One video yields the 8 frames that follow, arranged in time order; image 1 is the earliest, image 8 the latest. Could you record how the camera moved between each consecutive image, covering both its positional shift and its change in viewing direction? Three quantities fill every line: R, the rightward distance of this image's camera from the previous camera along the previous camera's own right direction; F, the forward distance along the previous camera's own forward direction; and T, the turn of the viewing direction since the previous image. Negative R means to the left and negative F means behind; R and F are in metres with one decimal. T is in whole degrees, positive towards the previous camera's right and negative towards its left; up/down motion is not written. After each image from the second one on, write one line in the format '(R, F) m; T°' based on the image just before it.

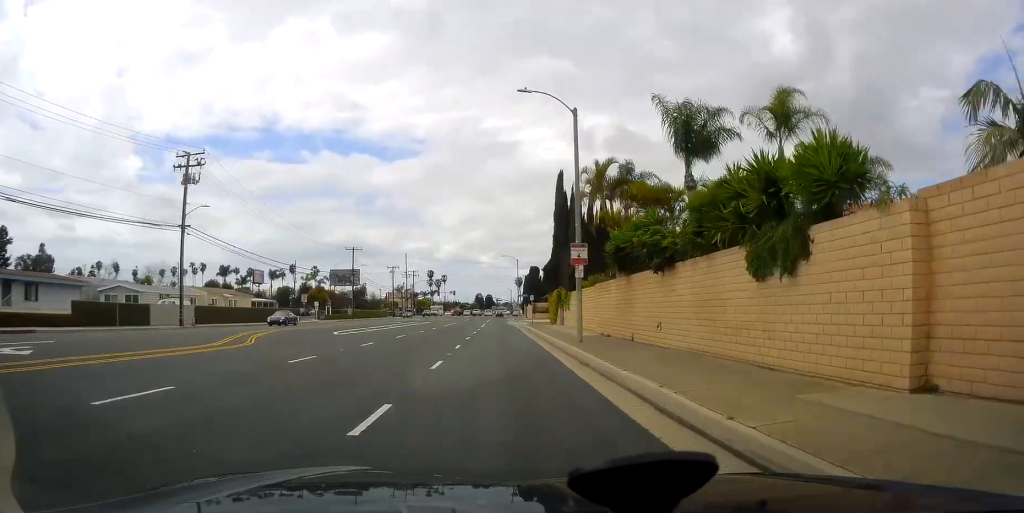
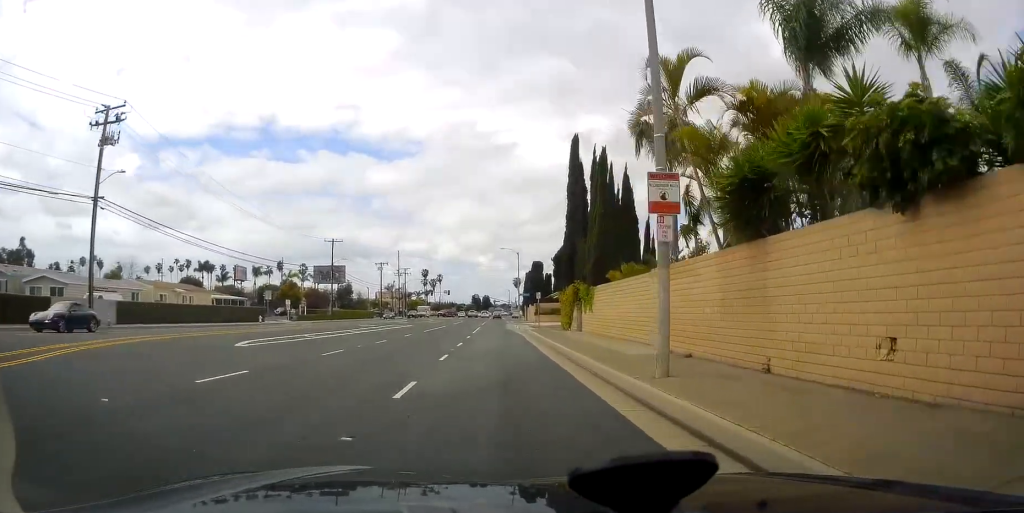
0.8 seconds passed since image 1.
(-0.2, +11.5) m; 0°
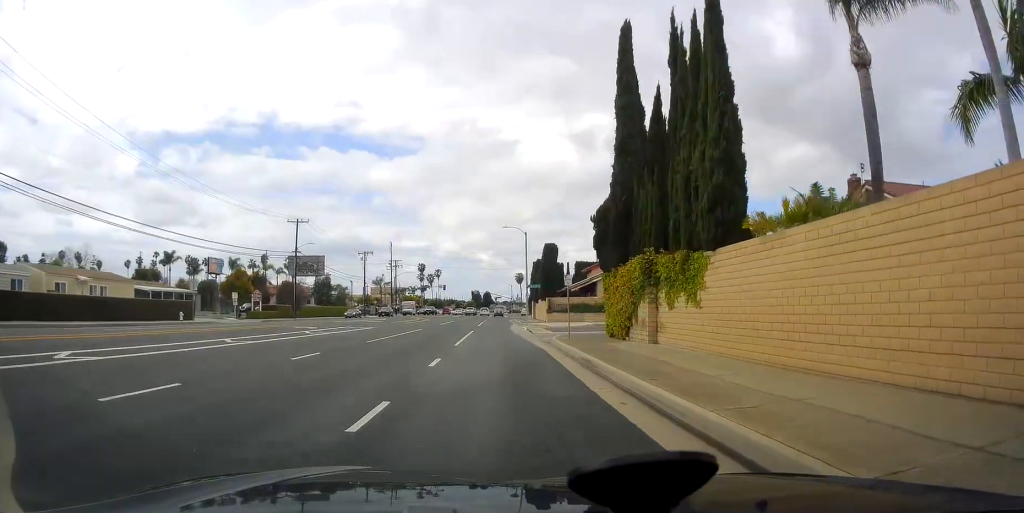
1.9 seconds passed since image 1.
(+0.3, +17.1) m; +2°
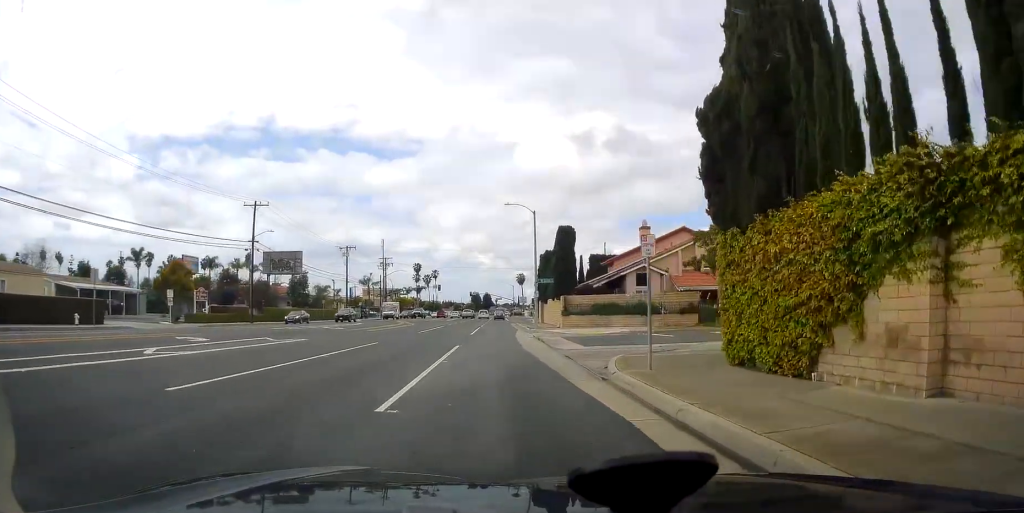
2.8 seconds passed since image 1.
(+0.3, +13.5) m; +1°
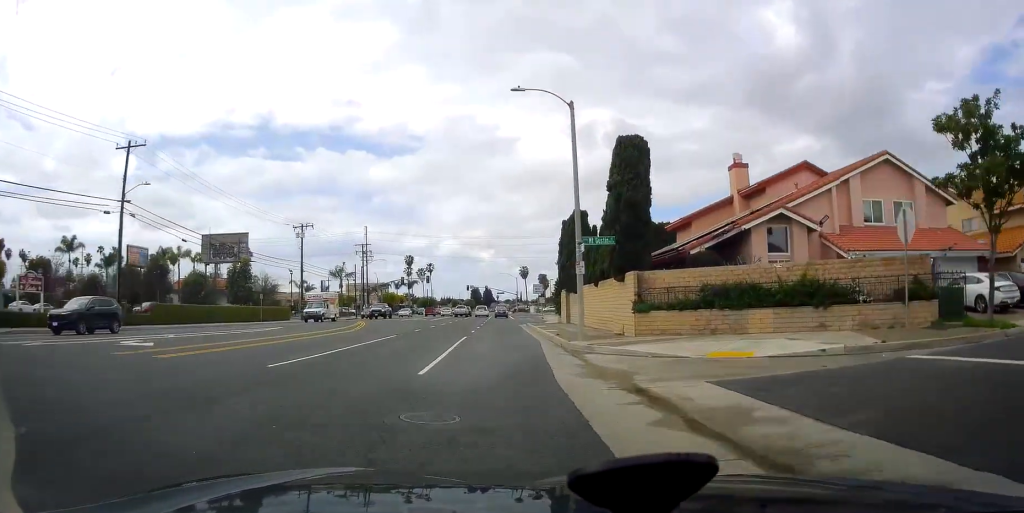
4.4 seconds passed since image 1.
(0.0, +23.8) m; 0°
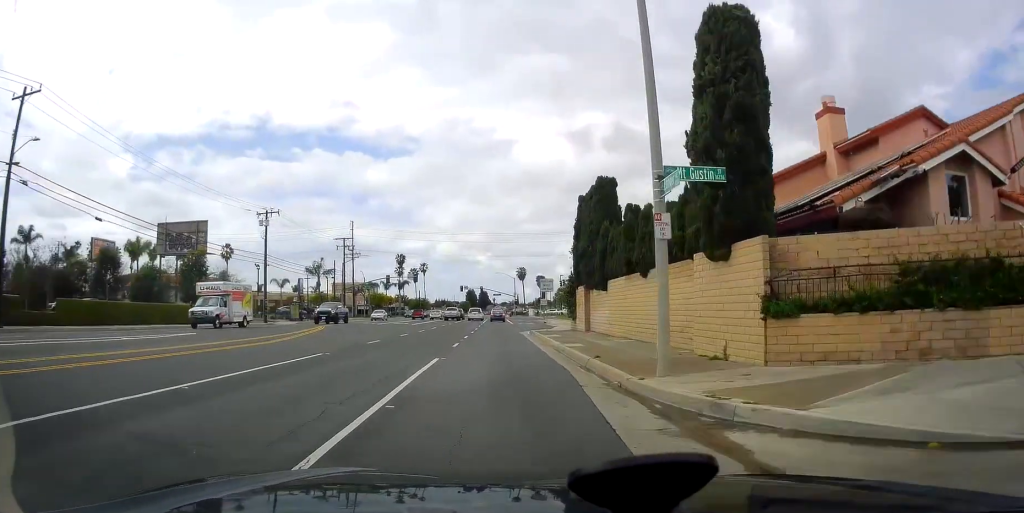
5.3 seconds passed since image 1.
(0.0, +11.7) m; -2°
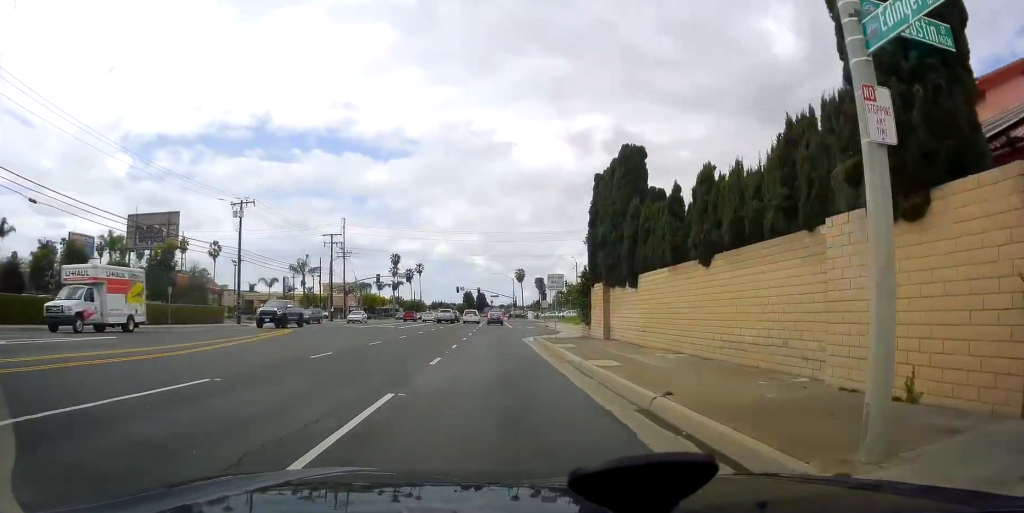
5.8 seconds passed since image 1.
(-0.1, +6.8) m; -1°
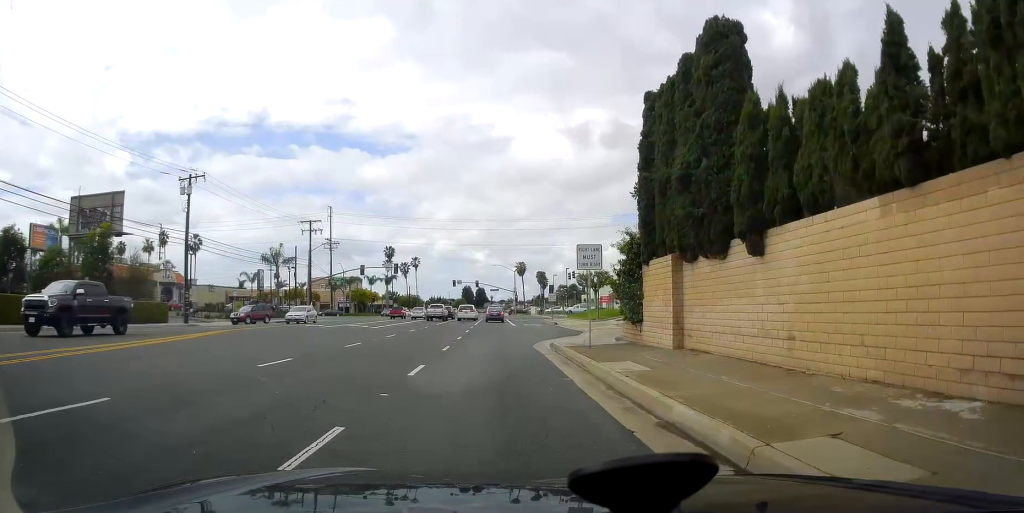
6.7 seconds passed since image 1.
(-0.2, +10.9) m; 0°
